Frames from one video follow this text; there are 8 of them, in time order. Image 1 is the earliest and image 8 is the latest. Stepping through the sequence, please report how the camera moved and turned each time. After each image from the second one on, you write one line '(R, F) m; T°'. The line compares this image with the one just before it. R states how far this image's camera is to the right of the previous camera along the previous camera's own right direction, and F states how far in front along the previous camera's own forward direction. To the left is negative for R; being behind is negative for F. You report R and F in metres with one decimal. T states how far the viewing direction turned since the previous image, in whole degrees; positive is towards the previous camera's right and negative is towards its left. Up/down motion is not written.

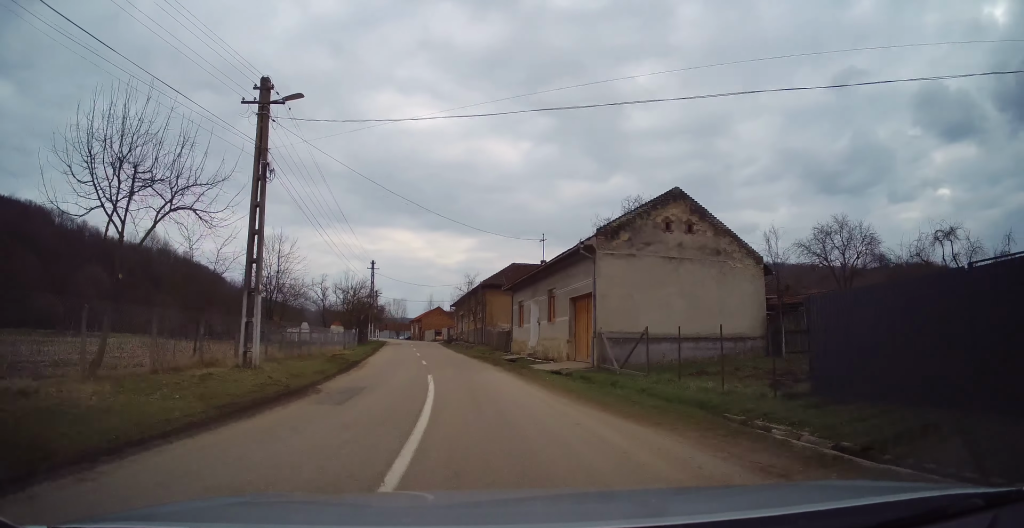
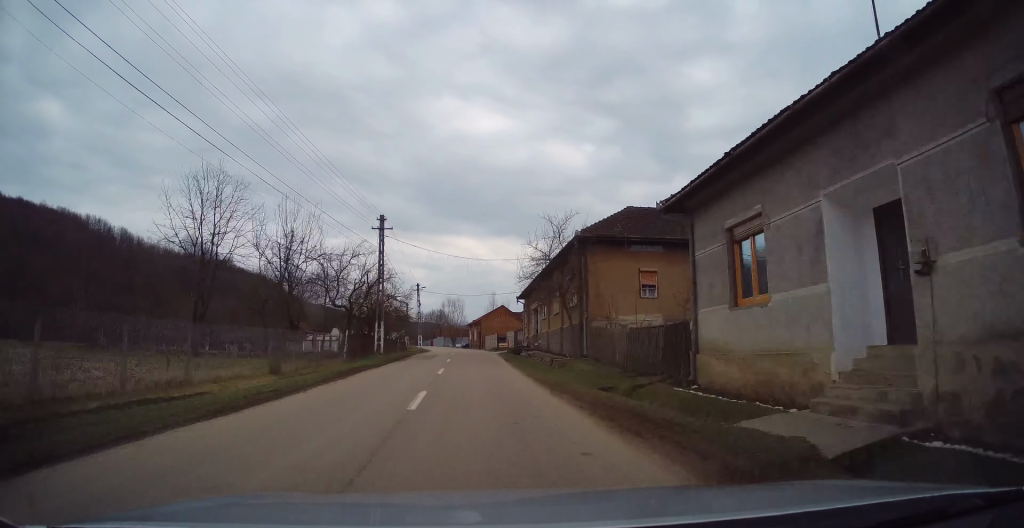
(-1.8, +23.4) m; -6°
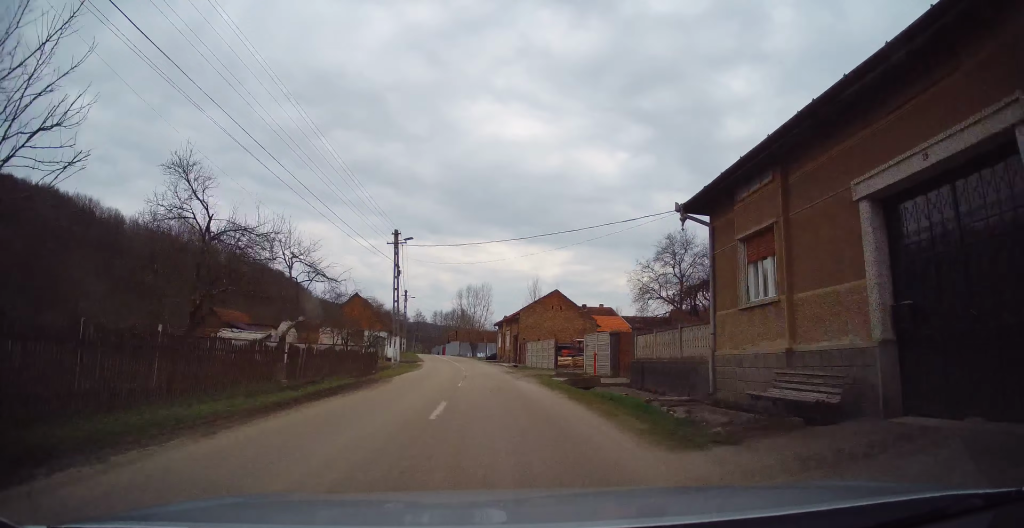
(-1.3, +36.4) m; -4°
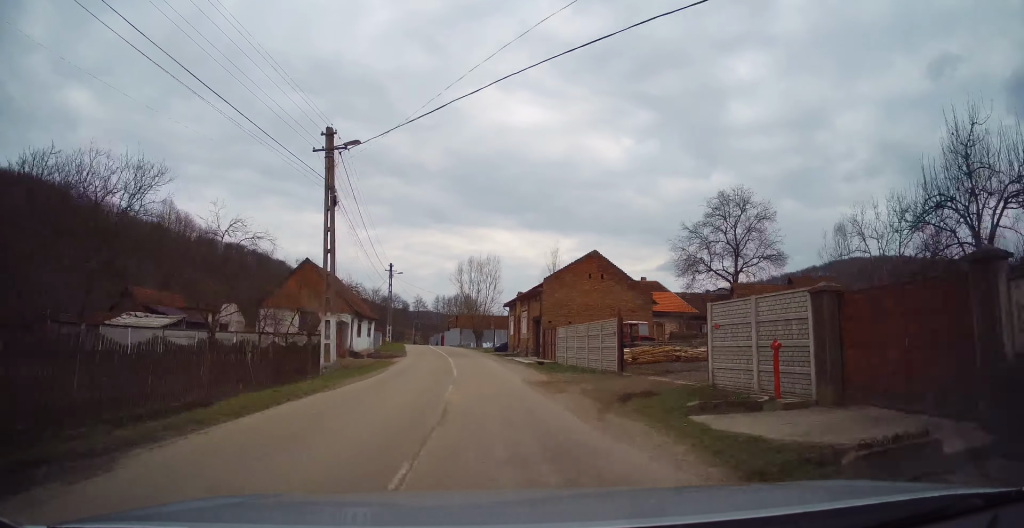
(-0.2, +15.7) m; -2°
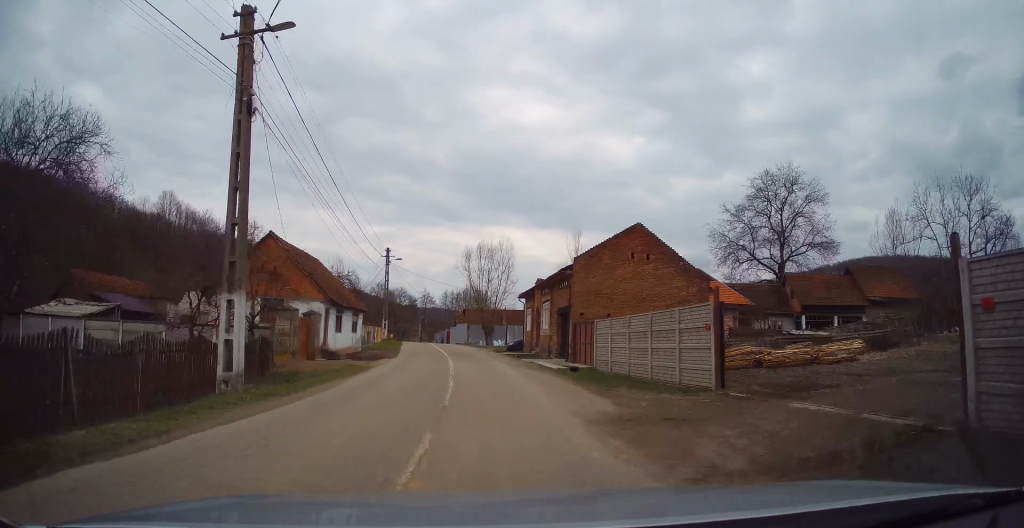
(0.0, +7.9) m; -1°
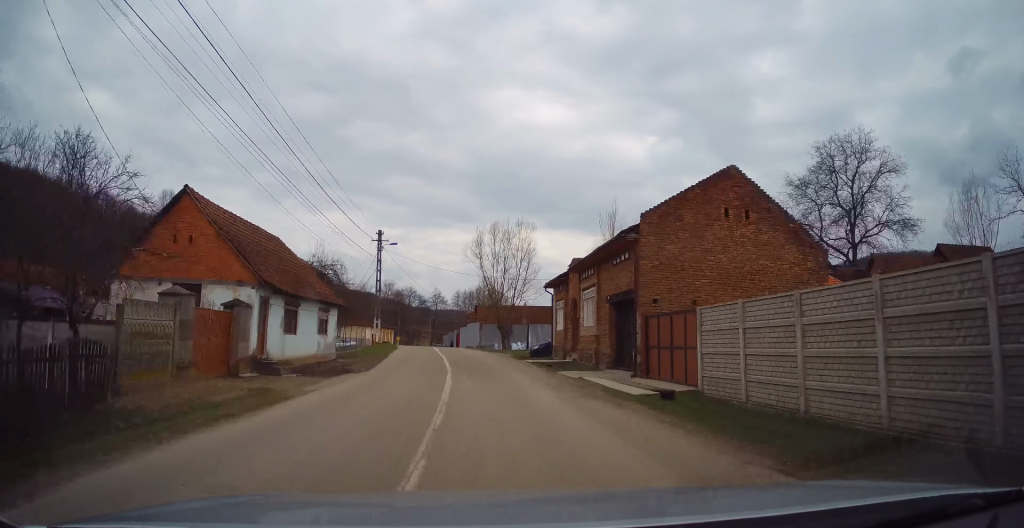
(-0.2, +9.6) m; -1°
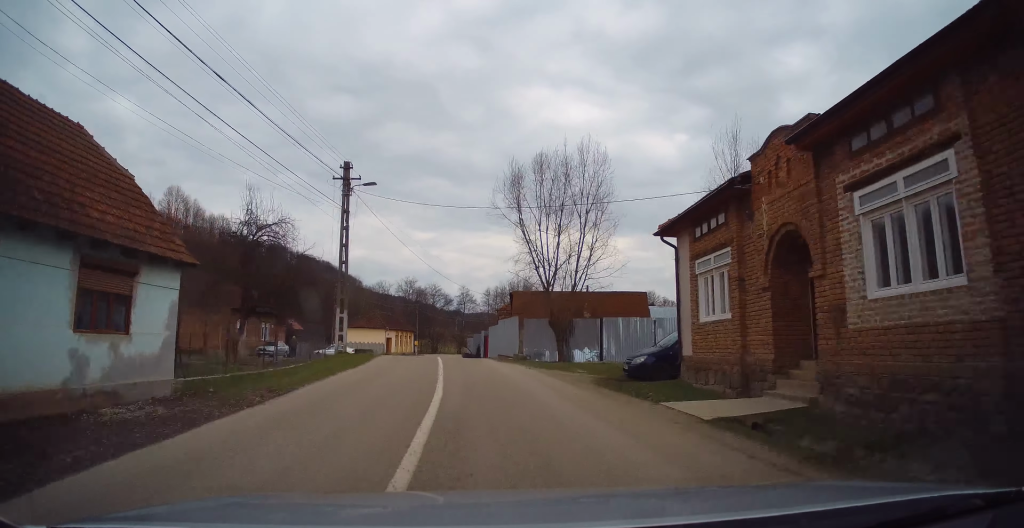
(-0.4, +16.8) m; -3°
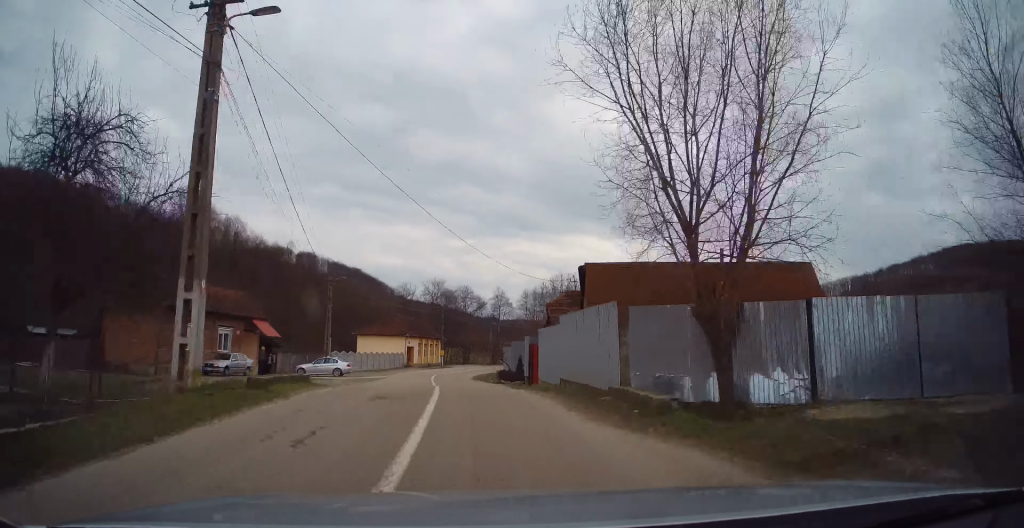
(-0.3, +14.5) m; -3°
